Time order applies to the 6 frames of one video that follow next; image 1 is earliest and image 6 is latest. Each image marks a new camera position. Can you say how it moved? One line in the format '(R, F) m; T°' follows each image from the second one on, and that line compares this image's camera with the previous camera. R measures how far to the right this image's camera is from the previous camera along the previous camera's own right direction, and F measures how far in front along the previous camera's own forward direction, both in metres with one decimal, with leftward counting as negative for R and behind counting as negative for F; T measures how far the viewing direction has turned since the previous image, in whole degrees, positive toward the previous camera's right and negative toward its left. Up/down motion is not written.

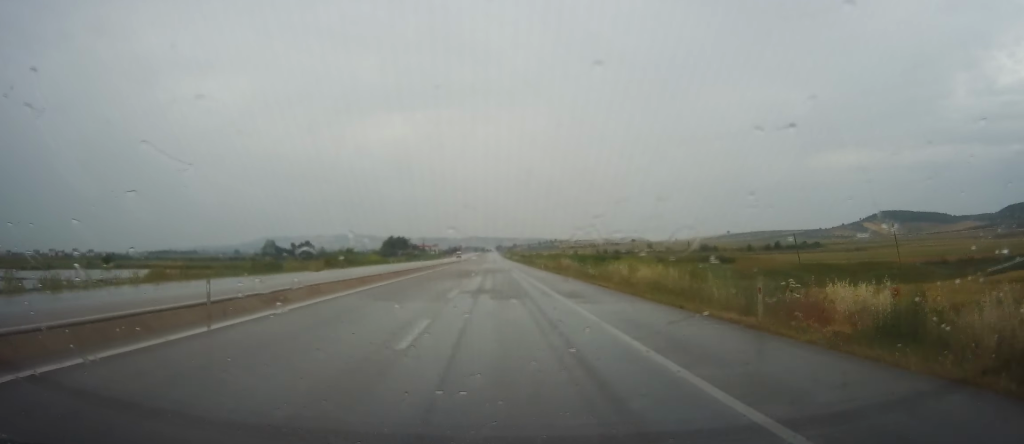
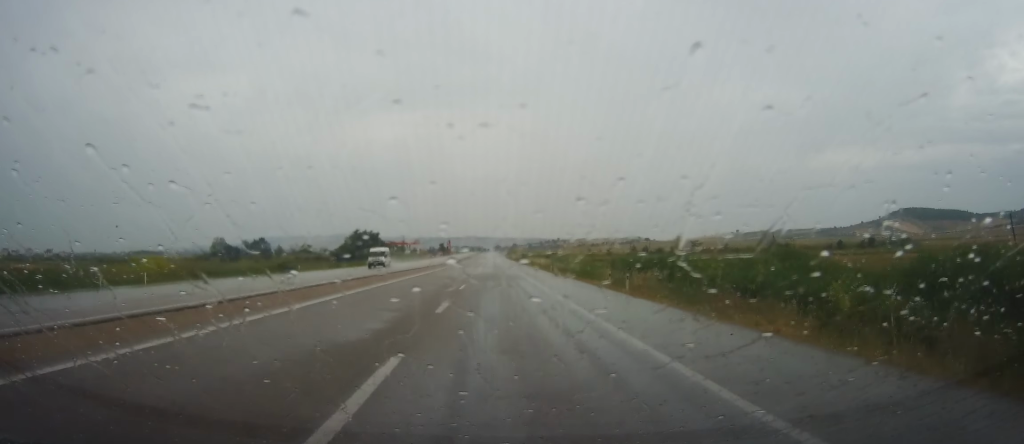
(-2.1, +97.1) m; -1°
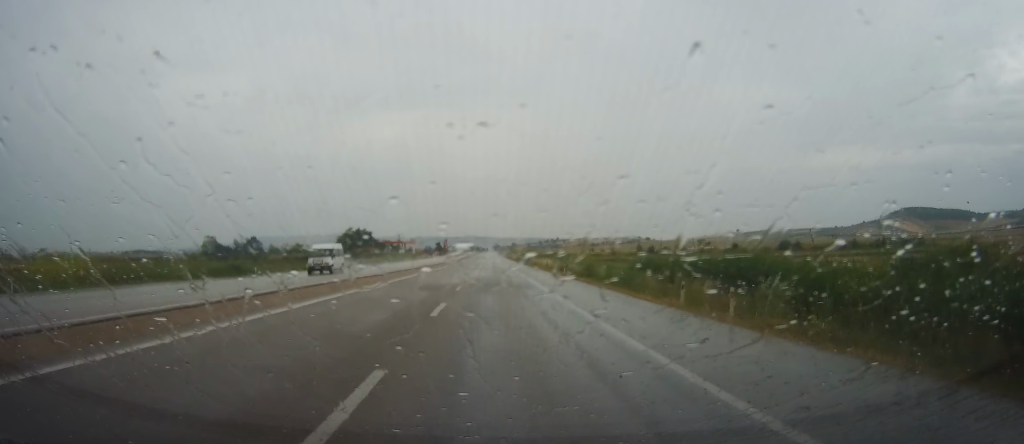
(+0.3, +12.1) m; +1°
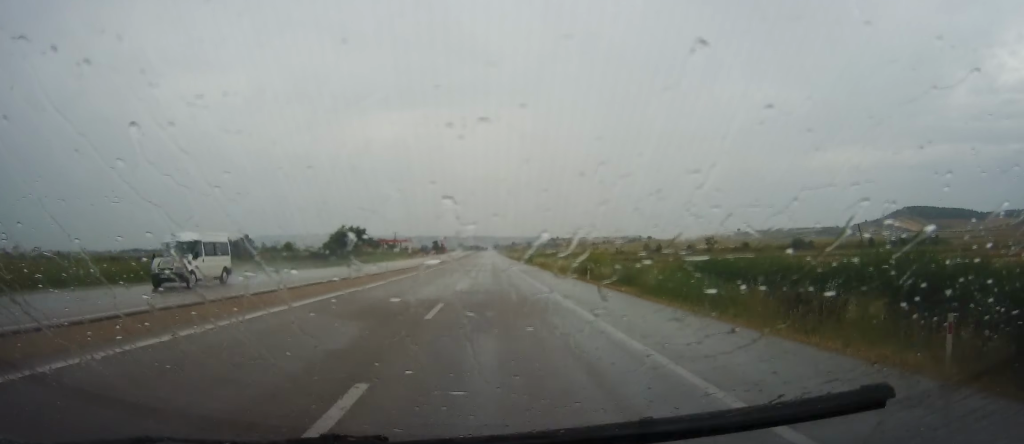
(+0.2, +12.1) m; +1°
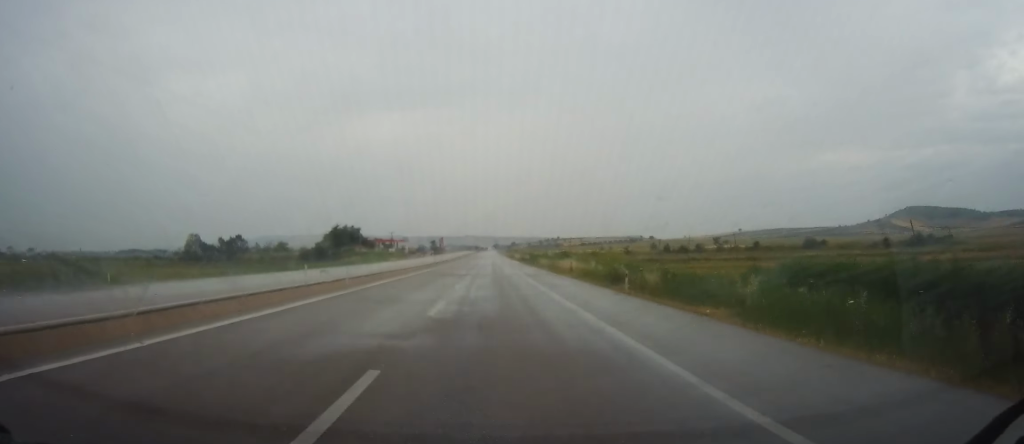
(-0.1, +10.7) m; 0°
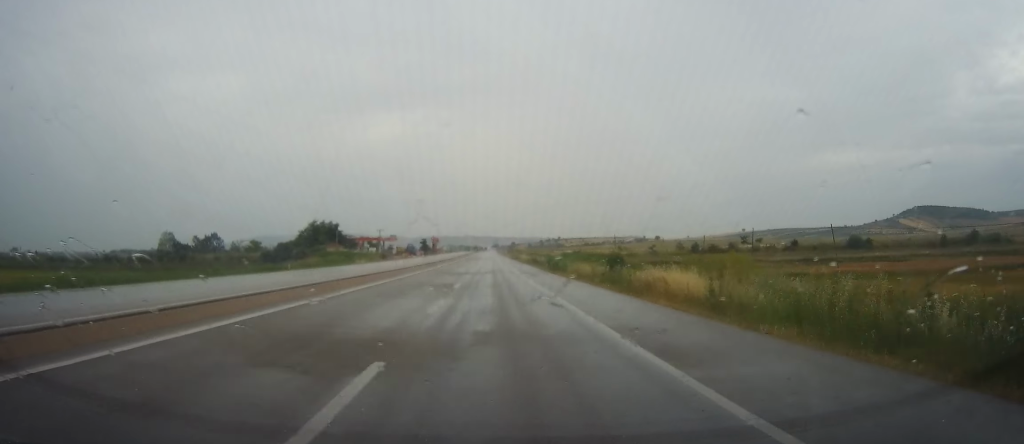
(0.0, +33.2) m; -1°
